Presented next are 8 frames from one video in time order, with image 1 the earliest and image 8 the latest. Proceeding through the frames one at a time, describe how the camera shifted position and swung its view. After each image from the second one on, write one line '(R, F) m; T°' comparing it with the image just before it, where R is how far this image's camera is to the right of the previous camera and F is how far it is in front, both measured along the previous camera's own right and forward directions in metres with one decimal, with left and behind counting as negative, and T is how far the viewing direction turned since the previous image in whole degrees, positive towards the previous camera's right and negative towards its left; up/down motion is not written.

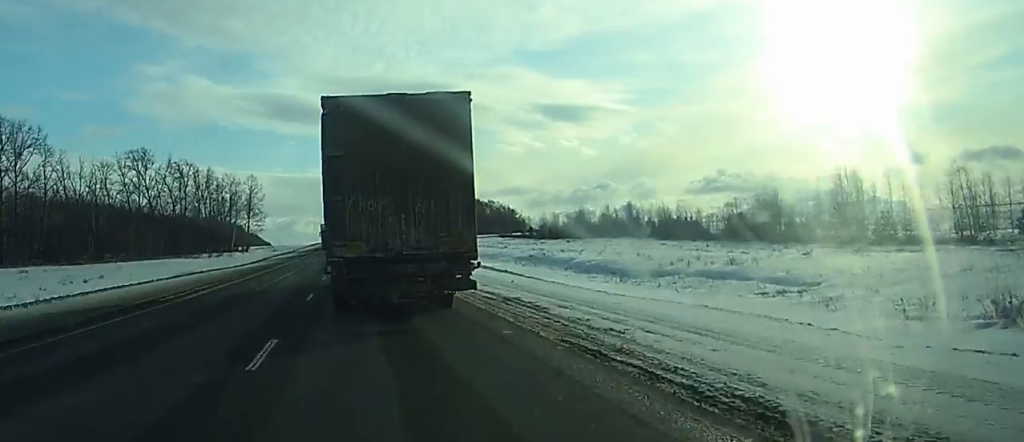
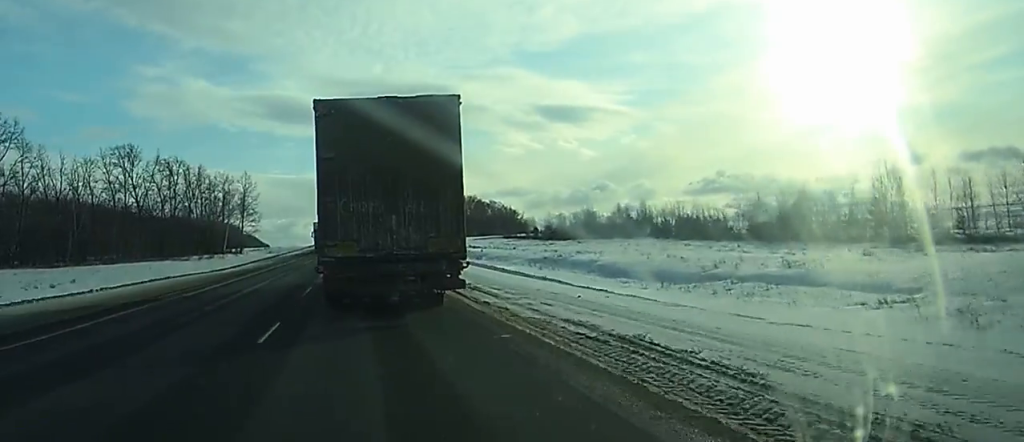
(0.0, +9.7) m; 0°
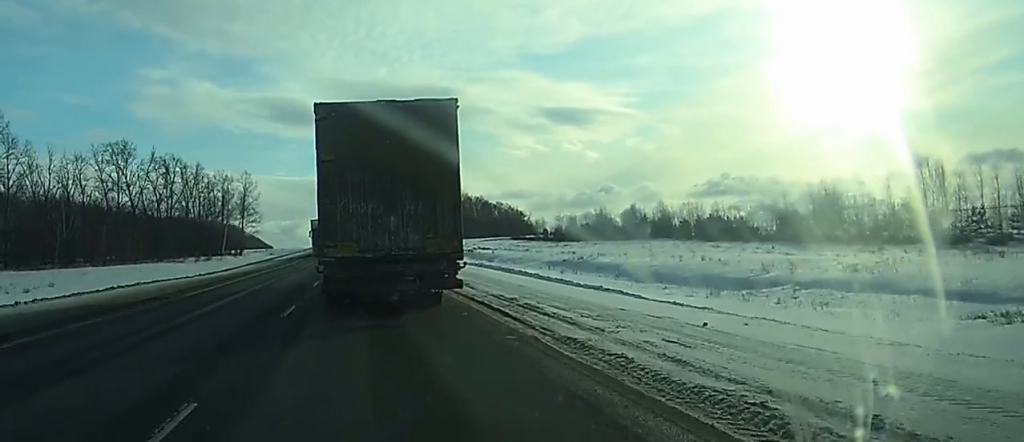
(-0.1, +7.8) m; 0°
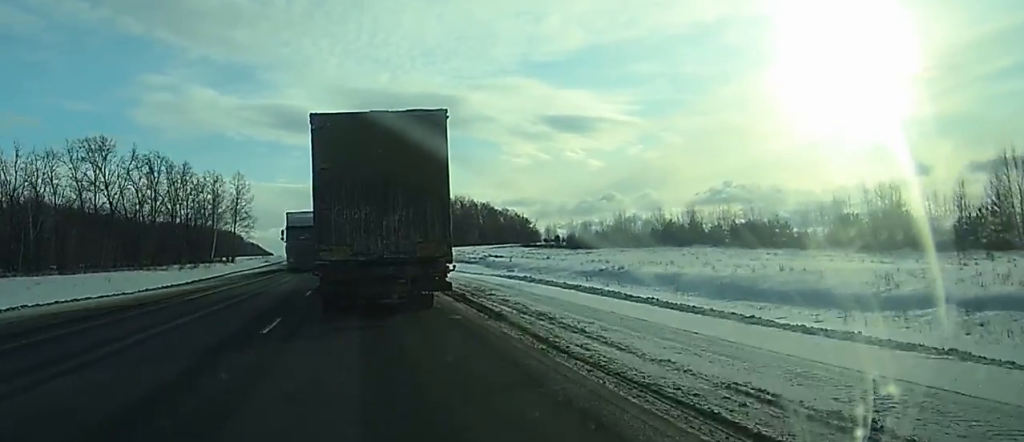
(0.0, +14.9) m; 0°
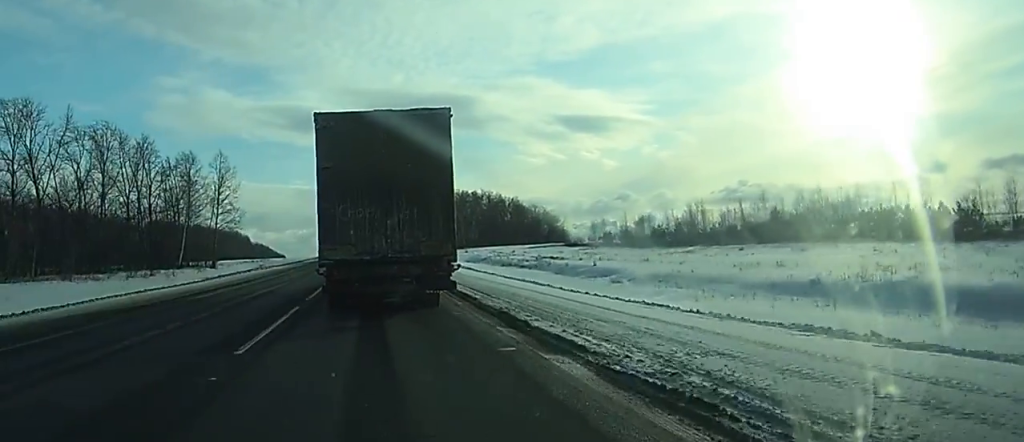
(0.0, +38.6) m; 0°
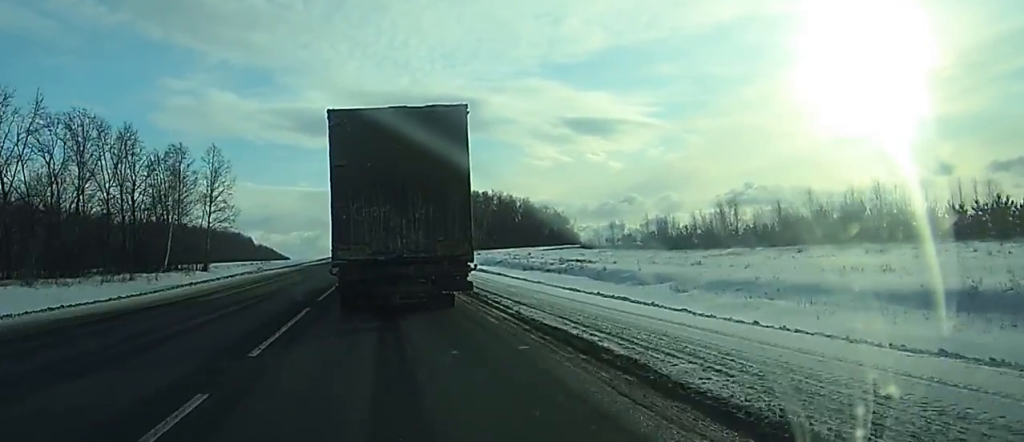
(0.0, +12.3) m; 0°
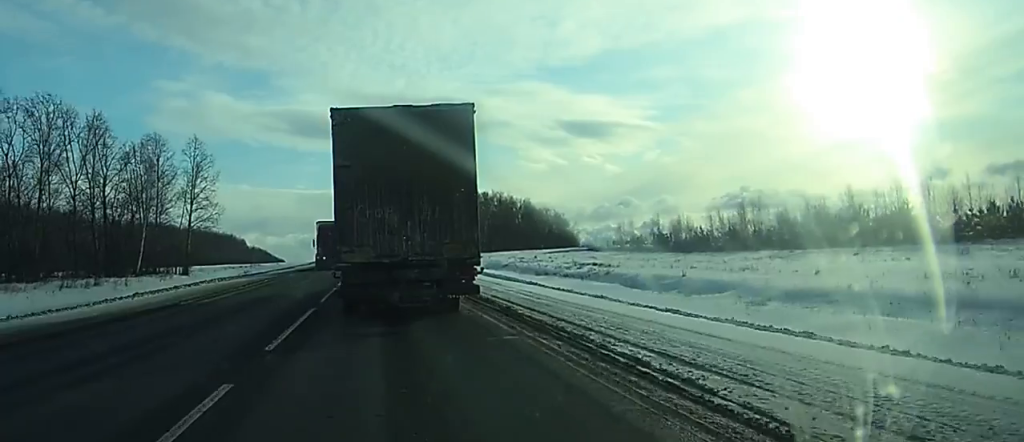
(0.0, +11.2) m; 0°
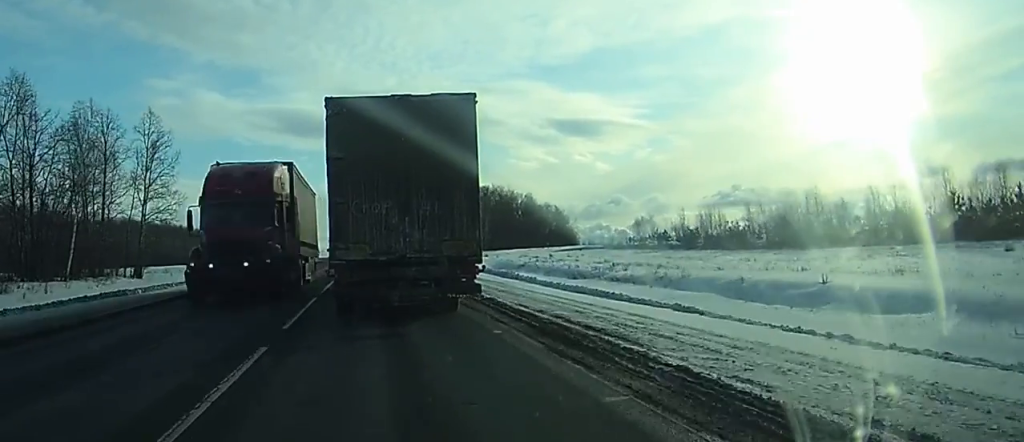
(-0.1, +21.0) m; 0°
